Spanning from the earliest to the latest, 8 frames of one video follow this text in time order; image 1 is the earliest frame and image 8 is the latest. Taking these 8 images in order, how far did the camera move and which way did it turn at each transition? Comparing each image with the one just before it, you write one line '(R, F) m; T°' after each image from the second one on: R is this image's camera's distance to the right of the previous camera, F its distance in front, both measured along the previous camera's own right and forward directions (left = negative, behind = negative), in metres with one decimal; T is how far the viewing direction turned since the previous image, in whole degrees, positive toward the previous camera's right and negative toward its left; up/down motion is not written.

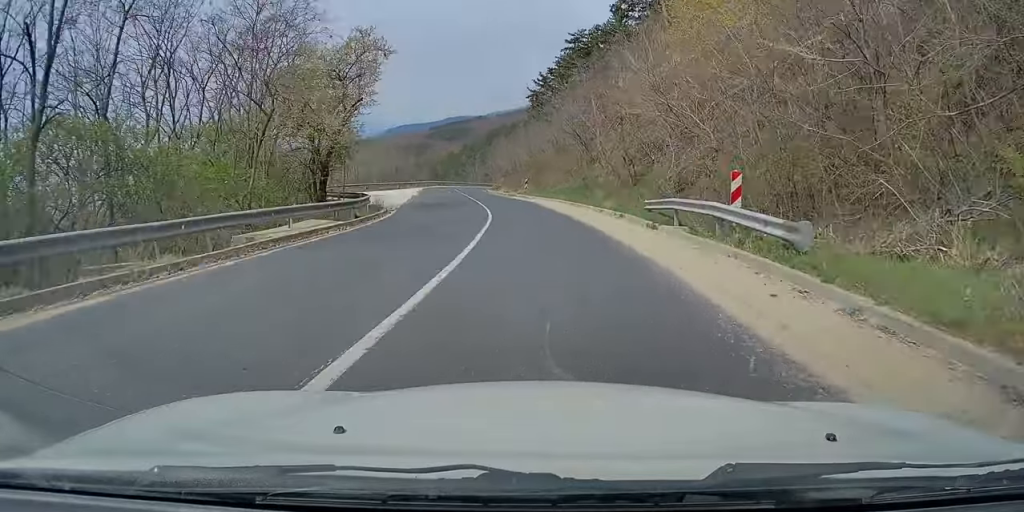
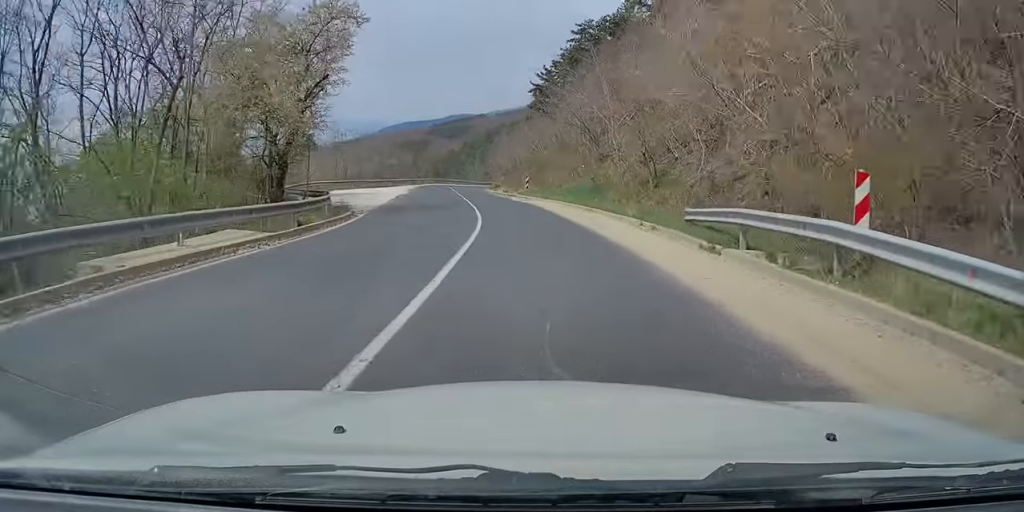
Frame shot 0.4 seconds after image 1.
(0.0, +5.7) m; 0°
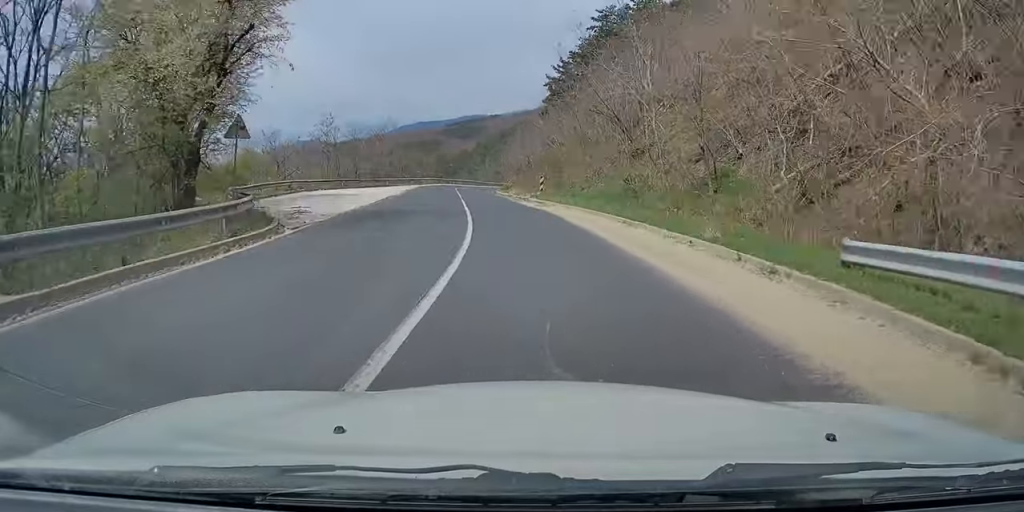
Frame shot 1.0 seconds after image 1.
(0.0, +8.1) m; -1°
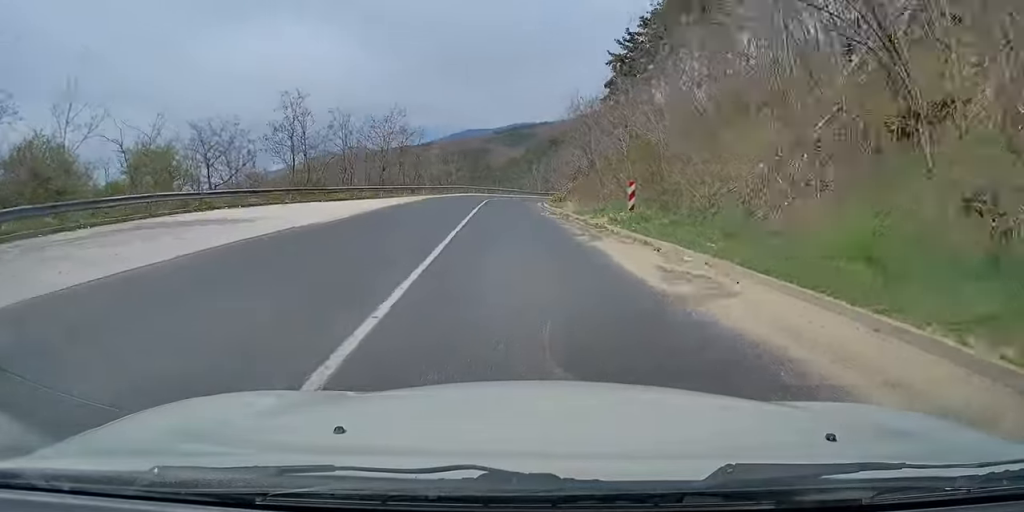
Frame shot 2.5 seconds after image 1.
(-0.5, +22.2) m; -4°
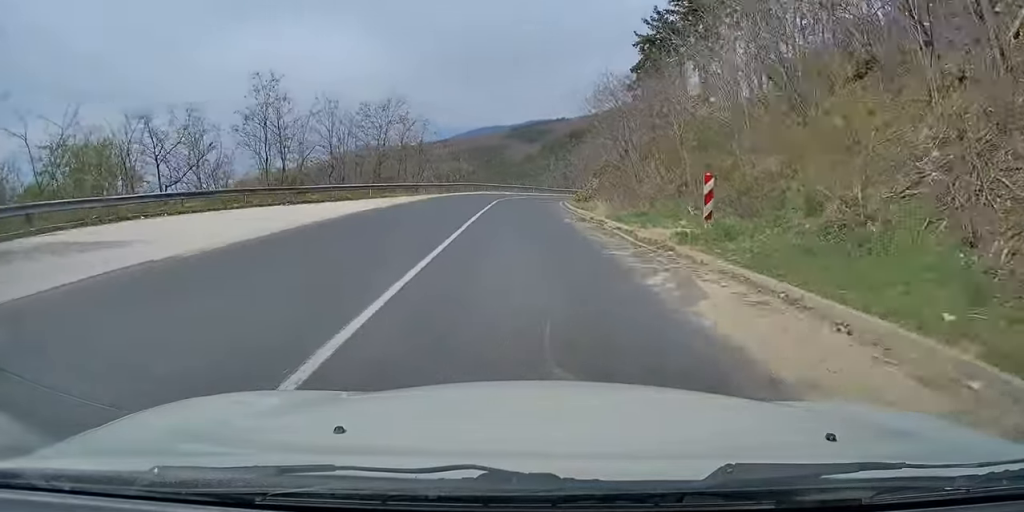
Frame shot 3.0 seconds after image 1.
(-0.1, +7.9) m; -2°
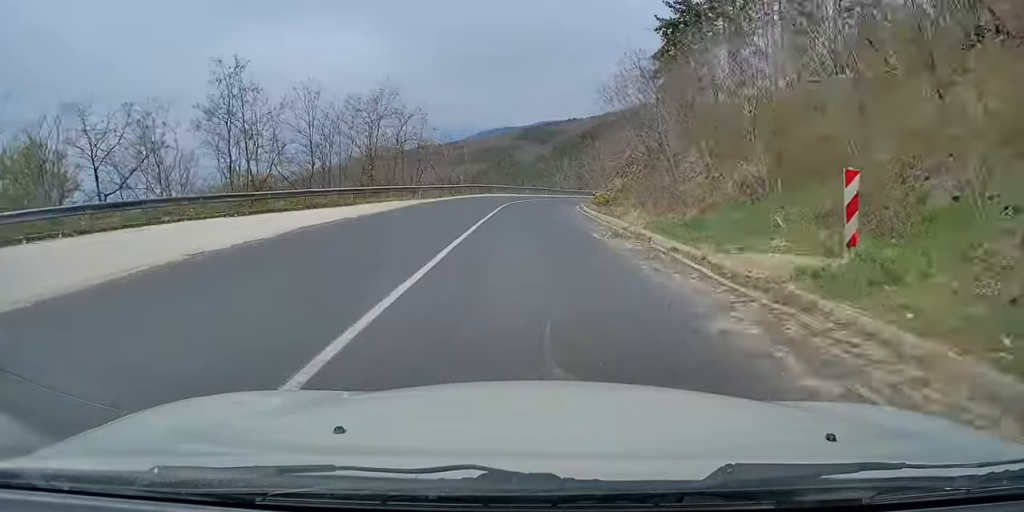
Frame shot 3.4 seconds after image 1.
(-0.1, +6.5) m; -1°
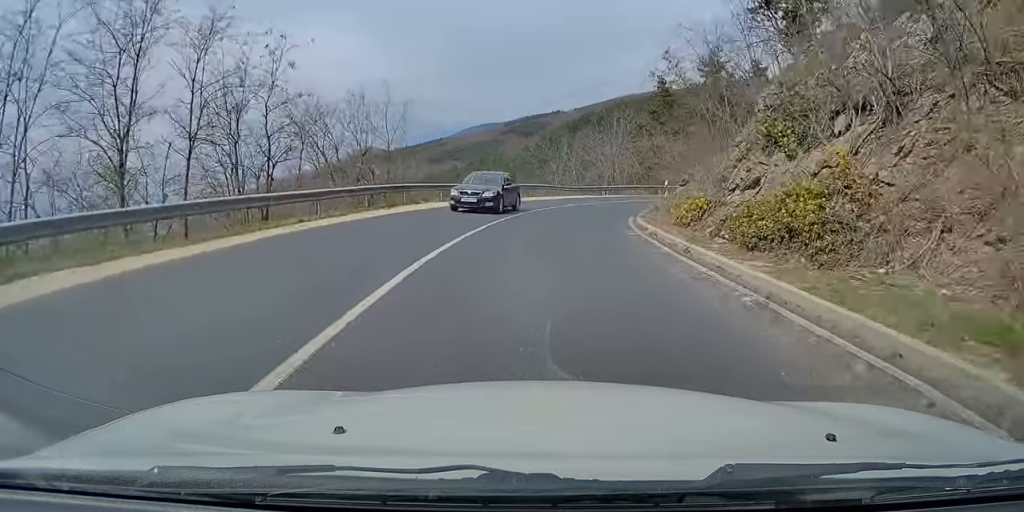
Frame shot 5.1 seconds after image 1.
(-0.8, +28.6) m; +1°
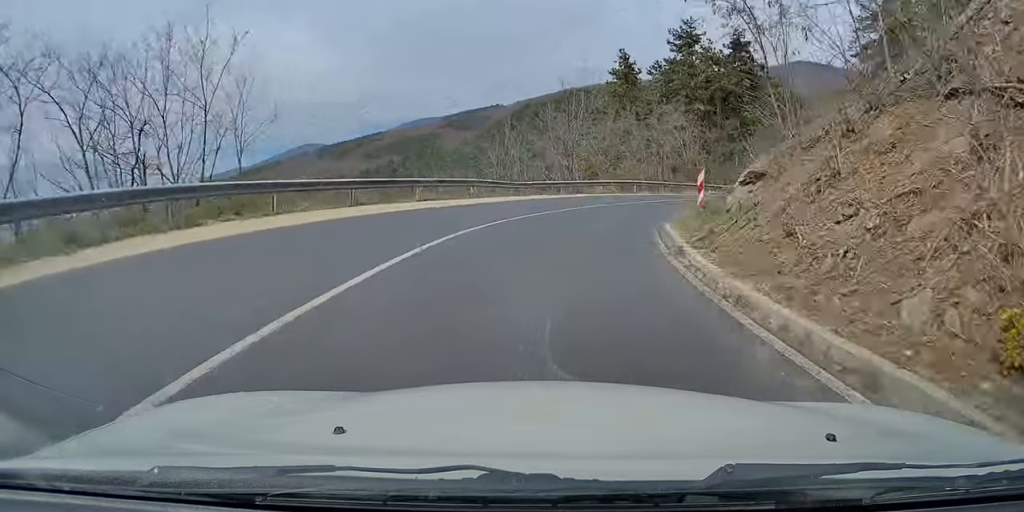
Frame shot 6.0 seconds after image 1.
(+0.5, +14.2) m; +6°
